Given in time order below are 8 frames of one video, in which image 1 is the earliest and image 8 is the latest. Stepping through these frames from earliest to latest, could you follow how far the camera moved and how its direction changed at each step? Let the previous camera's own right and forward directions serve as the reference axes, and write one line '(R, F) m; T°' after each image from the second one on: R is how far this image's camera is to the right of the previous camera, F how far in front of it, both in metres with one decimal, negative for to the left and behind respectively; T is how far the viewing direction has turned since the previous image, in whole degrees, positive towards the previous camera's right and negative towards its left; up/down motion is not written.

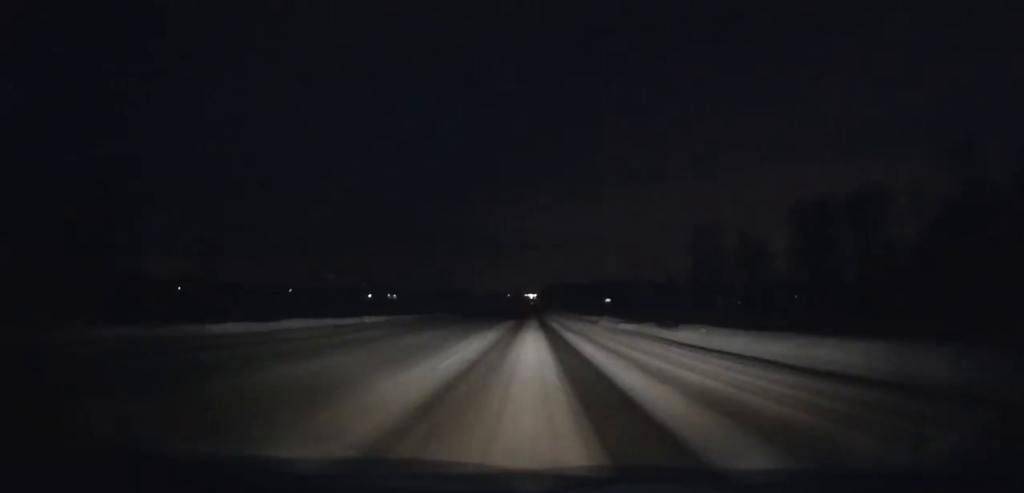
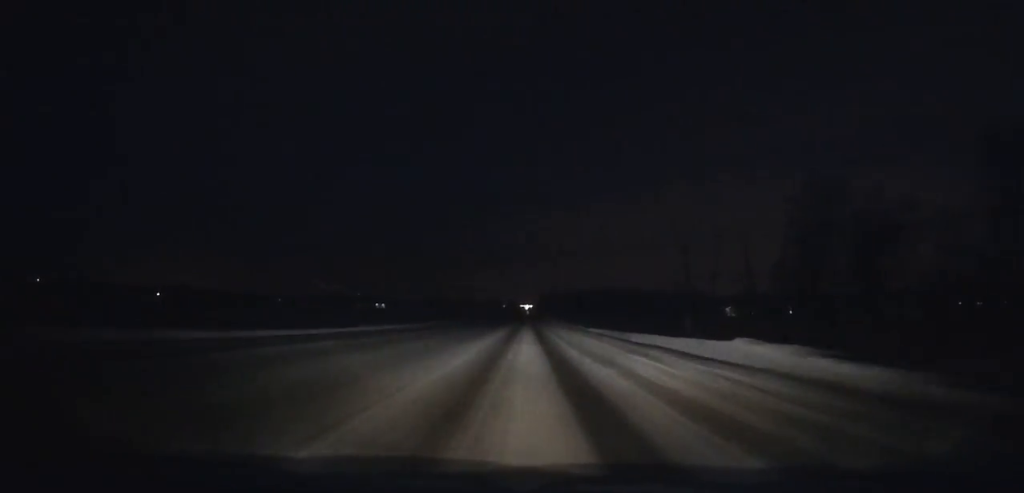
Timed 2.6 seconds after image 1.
(0.0, +46.1) m; 0°
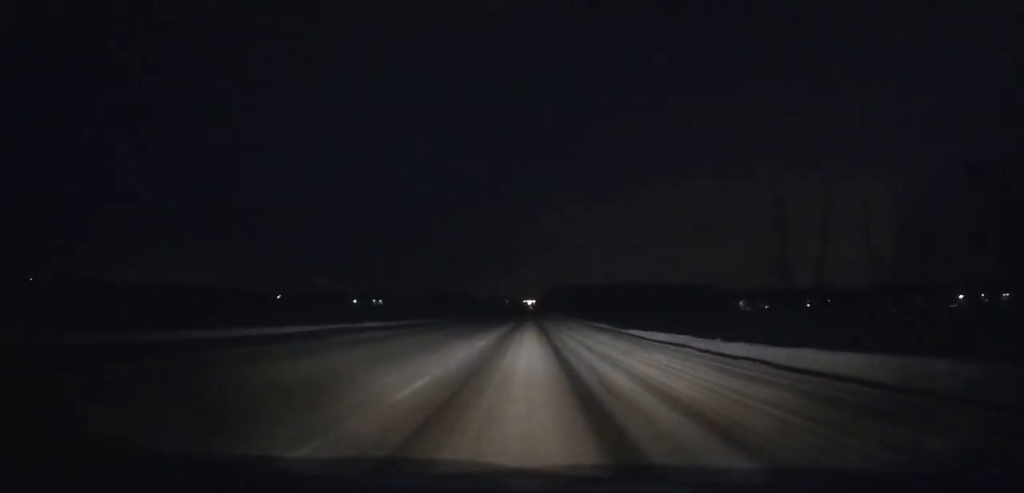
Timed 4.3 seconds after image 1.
(-0.1, +31.0) m; 0°
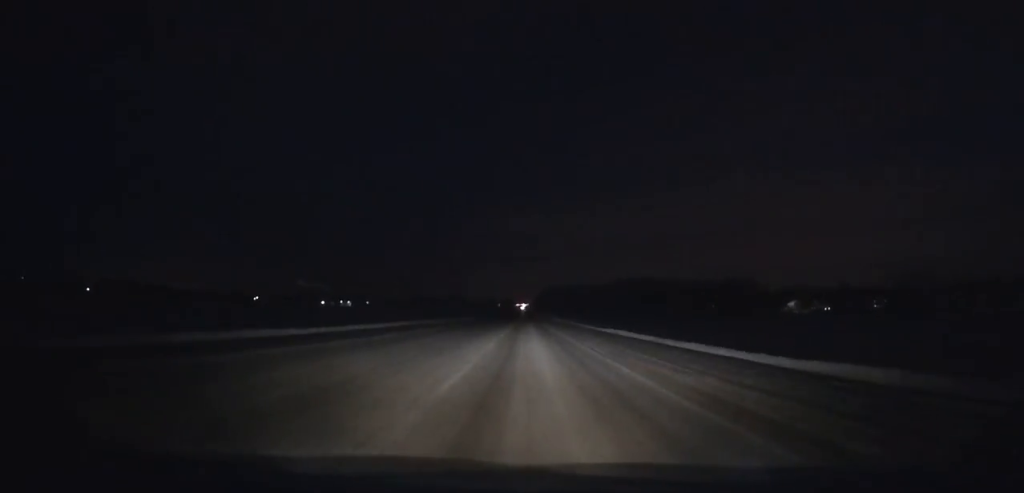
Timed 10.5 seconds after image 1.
(-0.2, +118.4) m; 0°
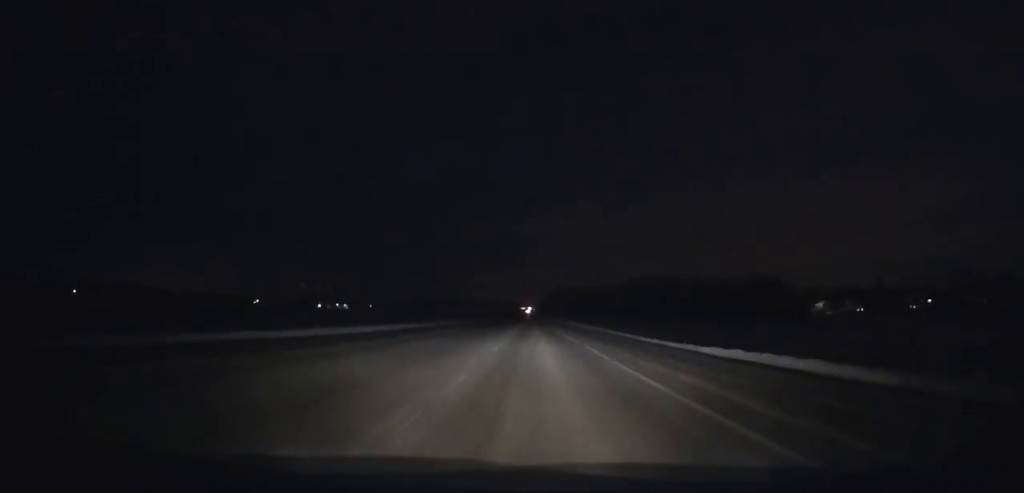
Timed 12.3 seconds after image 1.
(0.0, +35.6) m; 0°
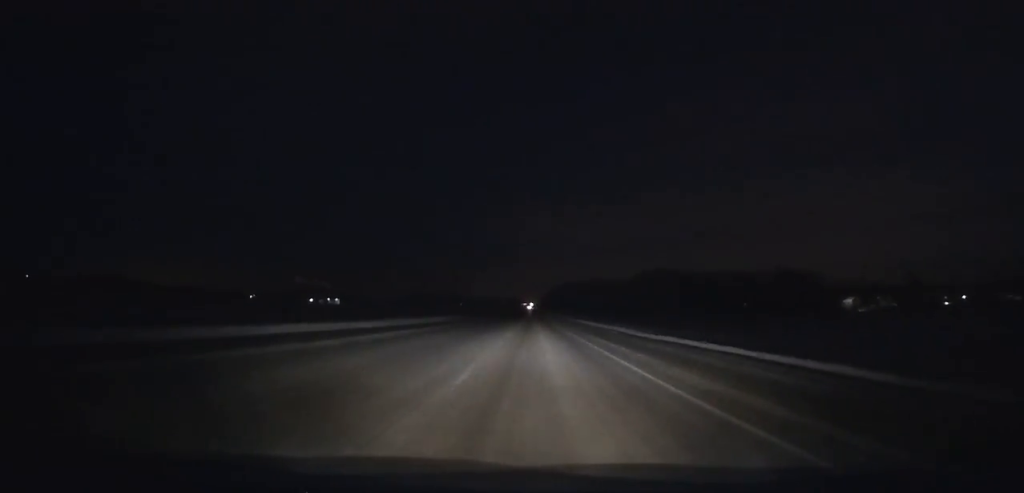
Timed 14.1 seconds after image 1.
(0.0, +36.3) m; 0°
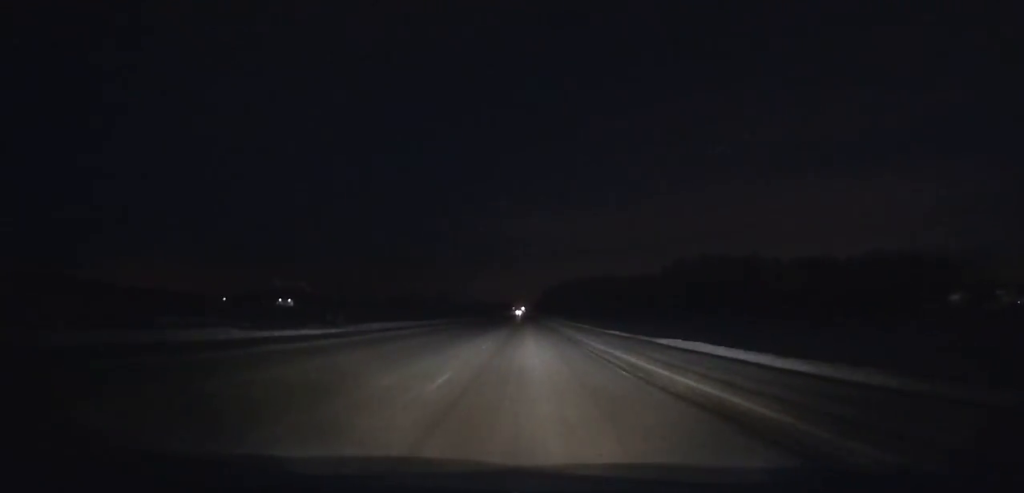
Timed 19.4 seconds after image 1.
(+0.1, +108.5) m; 0°
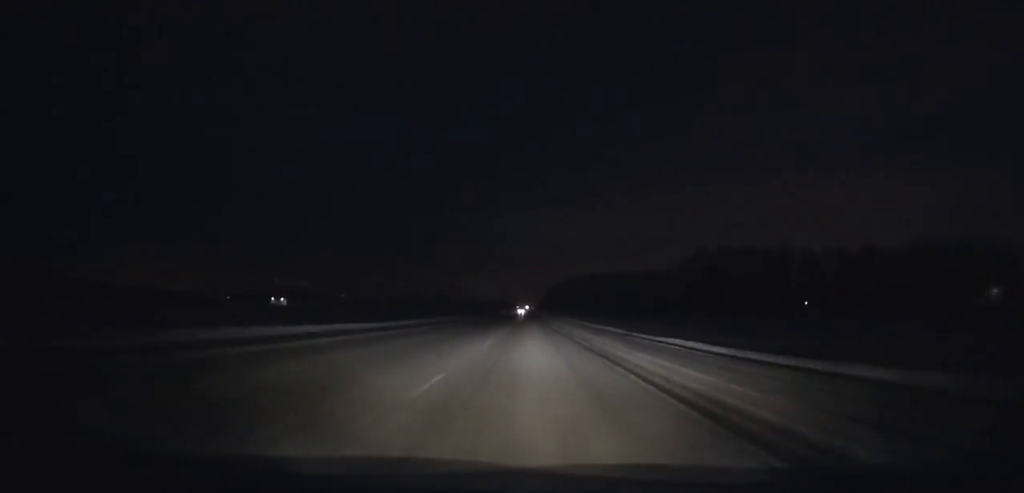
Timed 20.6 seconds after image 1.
(0.0, +24.8) m; 0°
